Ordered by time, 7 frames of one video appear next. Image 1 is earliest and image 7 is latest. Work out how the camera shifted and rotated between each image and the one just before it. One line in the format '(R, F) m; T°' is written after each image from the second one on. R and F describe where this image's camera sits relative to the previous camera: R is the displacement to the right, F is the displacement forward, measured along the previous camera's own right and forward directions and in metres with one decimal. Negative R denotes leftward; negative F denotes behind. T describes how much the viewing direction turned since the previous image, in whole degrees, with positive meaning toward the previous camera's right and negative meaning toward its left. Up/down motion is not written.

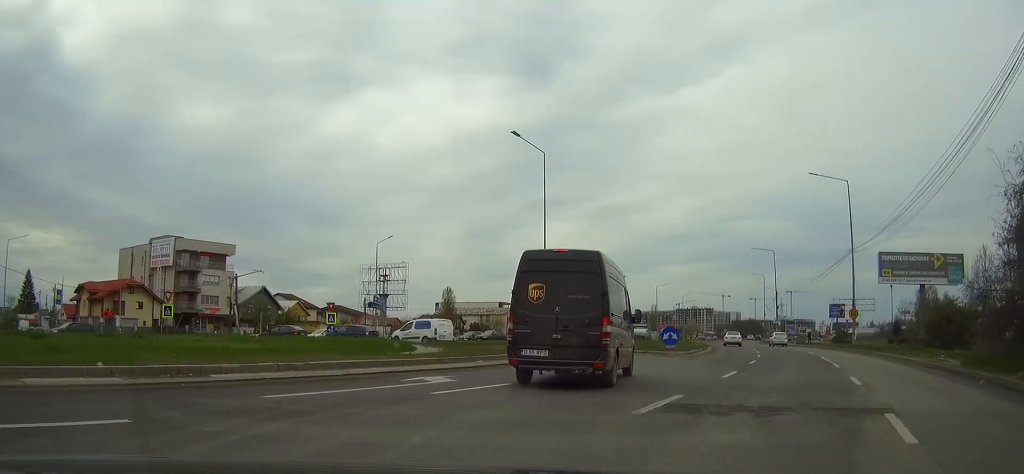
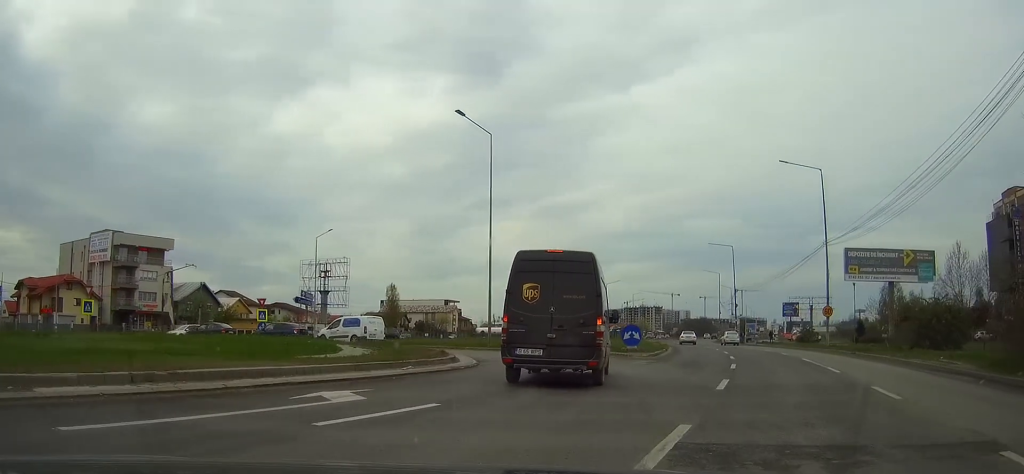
(0.0, +3.4) m; 0°
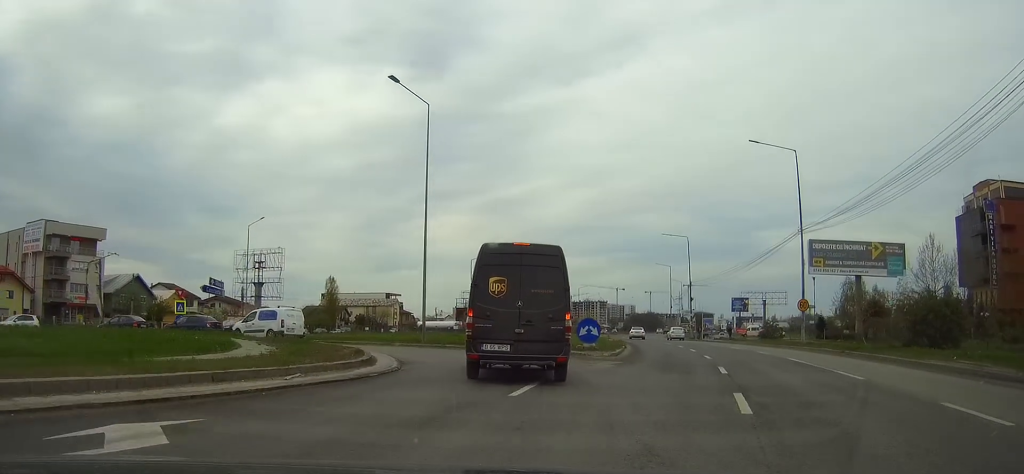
(0.0, +3.9) m; 0°
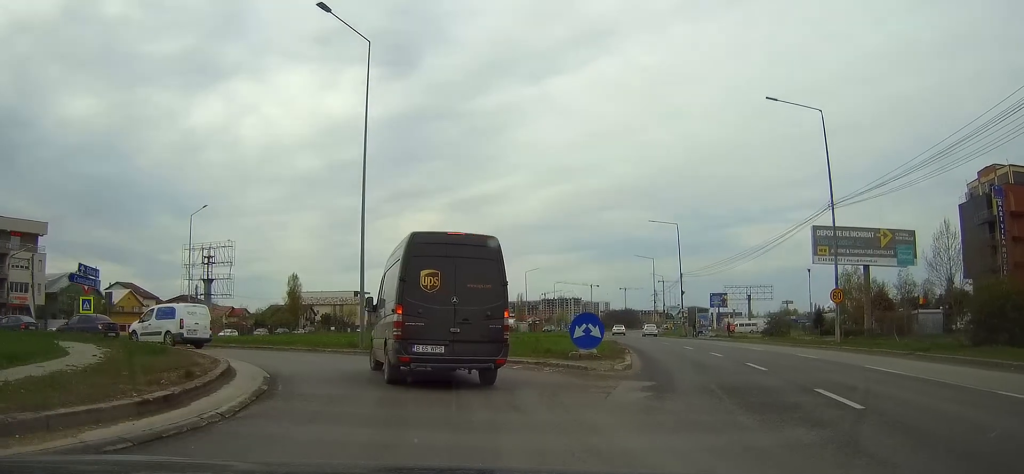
(0.0, +7.8) m; 0°
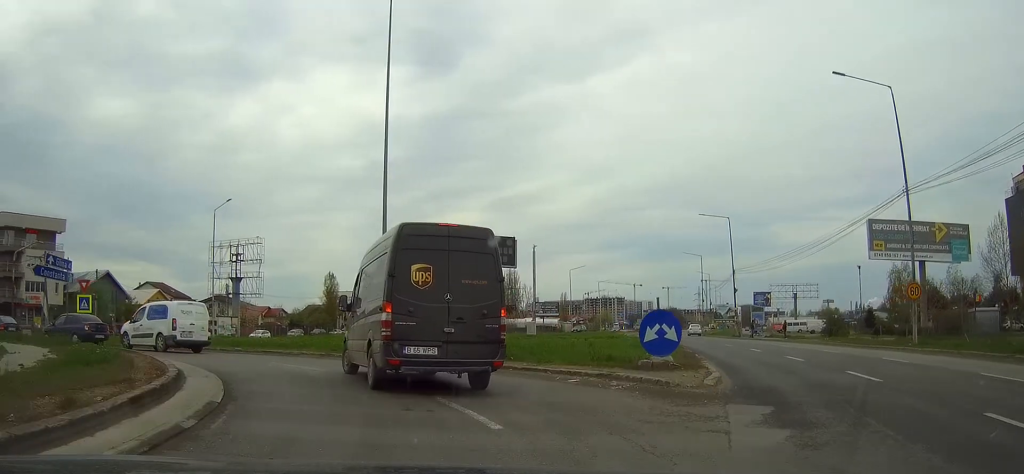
(0.0, +4.2) m; 0°
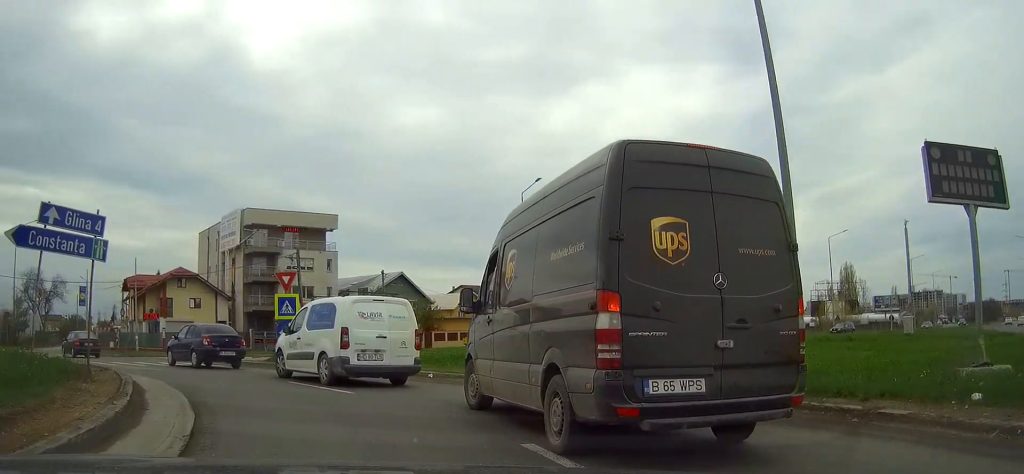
(0.0, +13.5) m; 0°
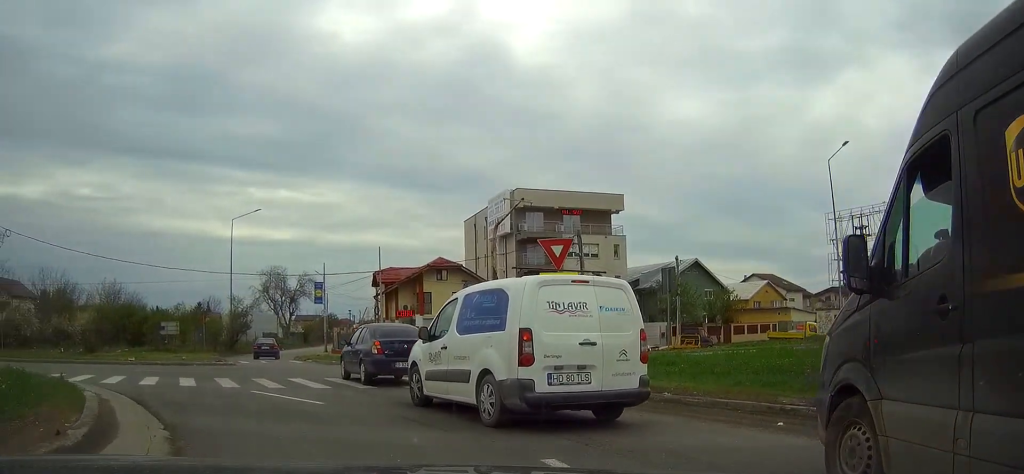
(-0.1, +9.4) m; -21°
